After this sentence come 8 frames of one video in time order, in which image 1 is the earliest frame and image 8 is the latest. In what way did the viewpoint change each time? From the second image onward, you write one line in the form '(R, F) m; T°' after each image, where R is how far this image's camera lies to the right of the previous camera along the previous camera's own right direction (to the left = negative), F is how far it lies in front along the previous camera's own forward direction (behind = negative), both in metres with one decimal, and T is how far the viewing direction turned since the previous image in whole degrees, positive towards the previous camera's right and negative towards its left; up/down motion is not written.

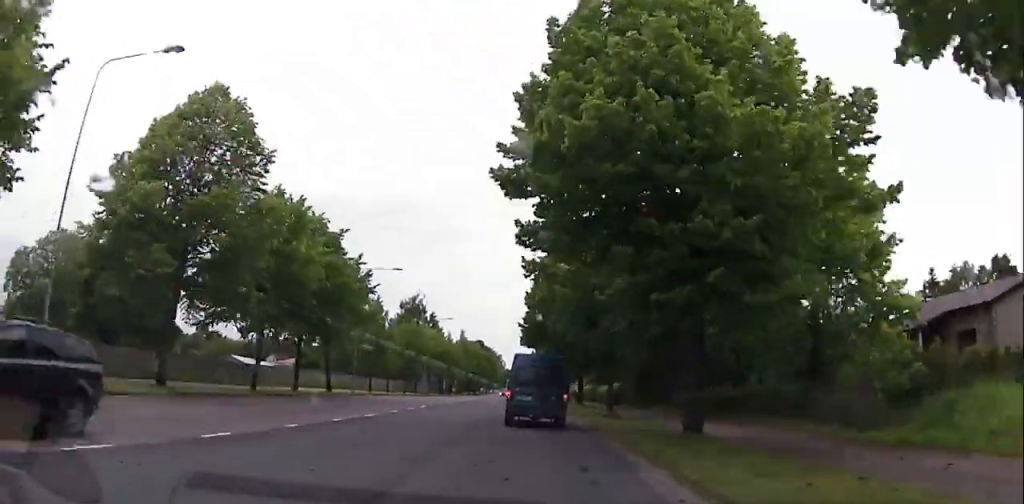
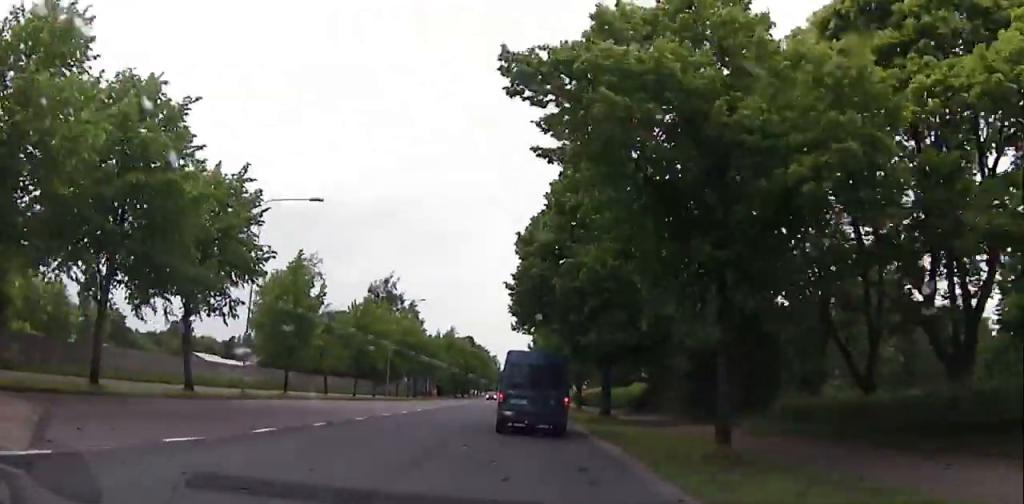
(+0.4, +20.1) m; +2°
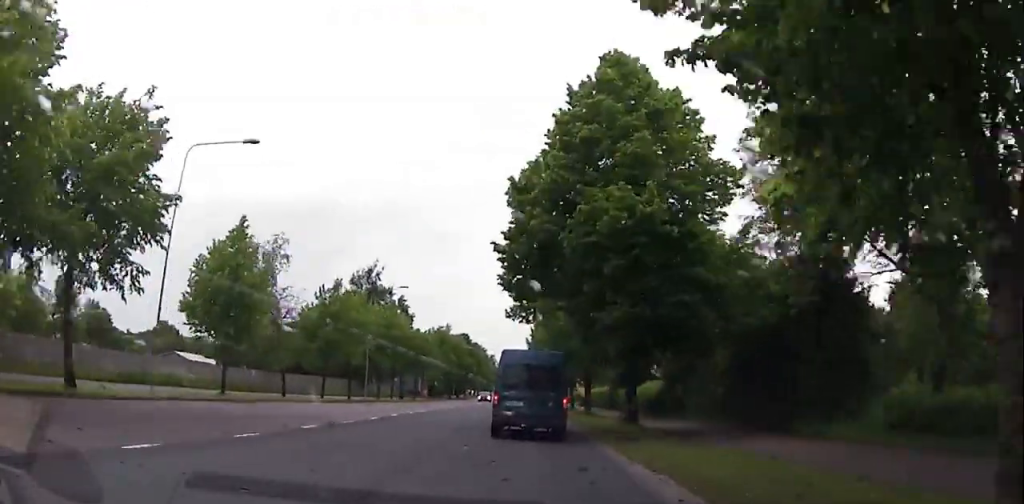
(0.0, +8.3) m; -1°
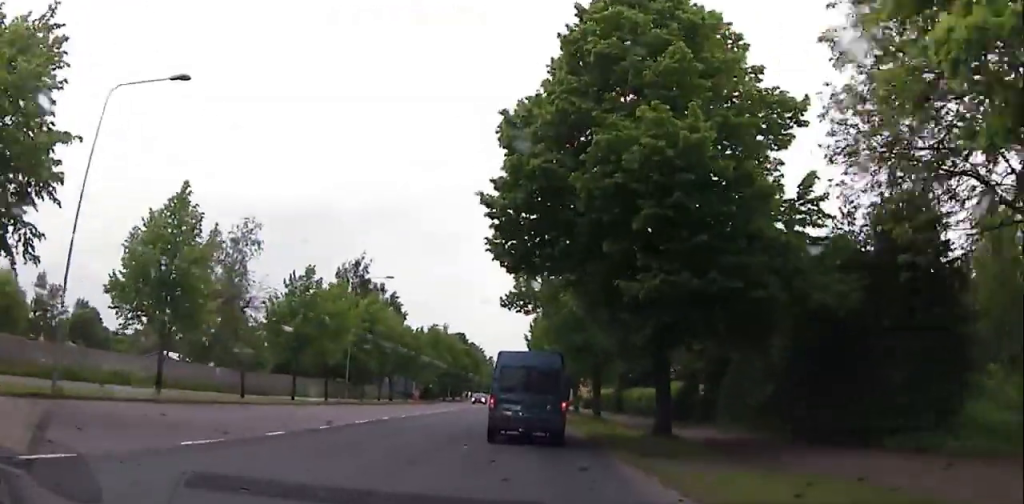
(0.0, +6.0) m; -1°
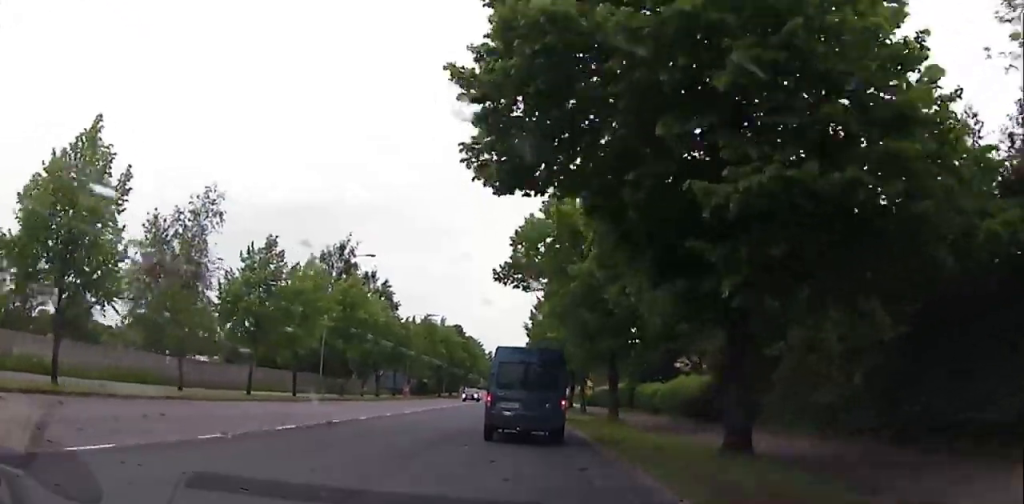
(-0.3, +6.8) m; 0°
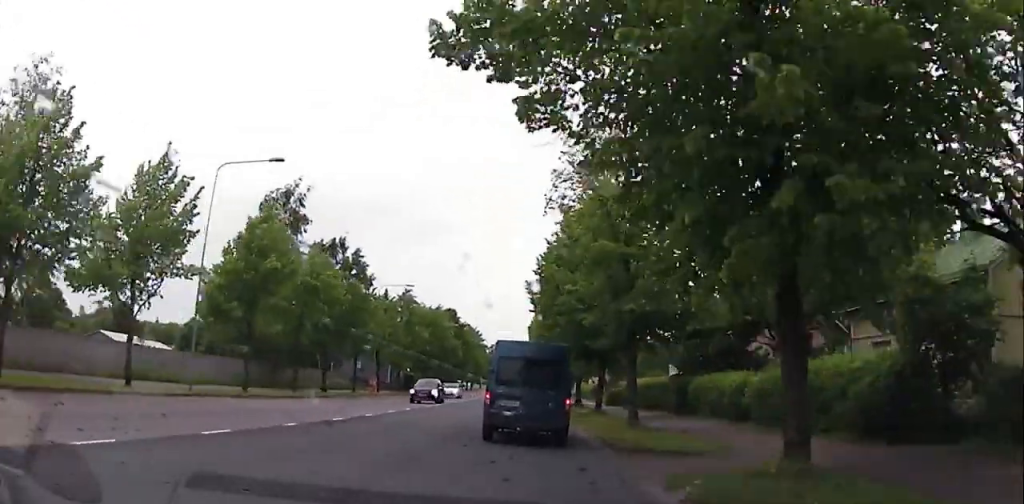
(+0.5, +18.9) m; +2°
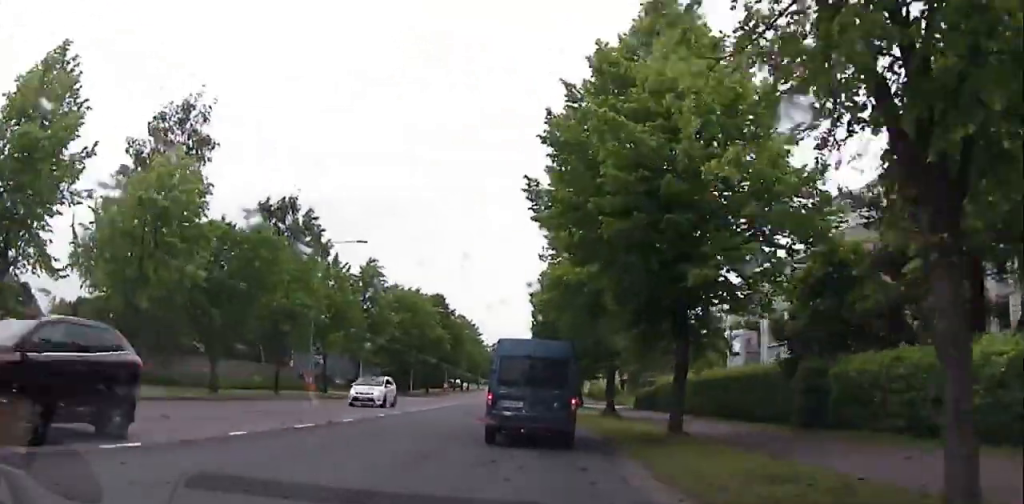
(-0.6, +18.3) m; -4°
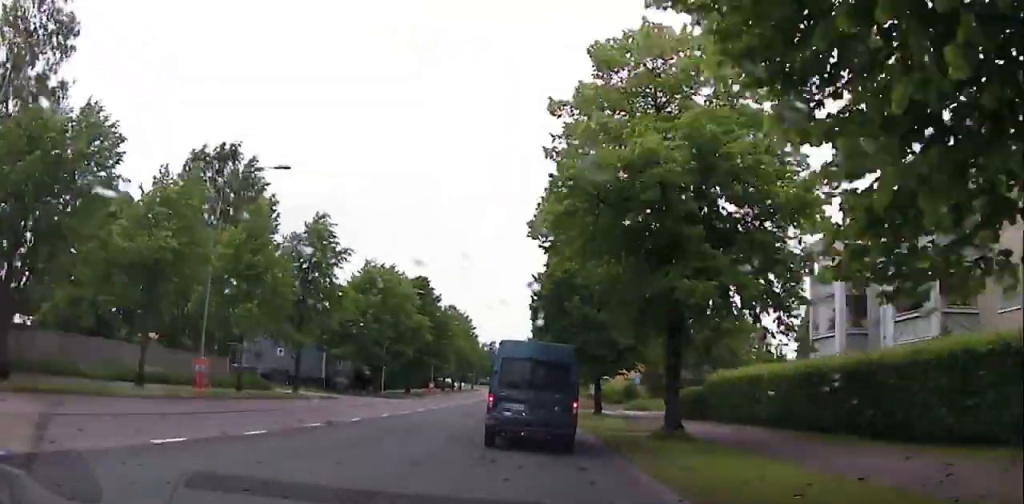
(-0.1, +14.4) m; +2°
